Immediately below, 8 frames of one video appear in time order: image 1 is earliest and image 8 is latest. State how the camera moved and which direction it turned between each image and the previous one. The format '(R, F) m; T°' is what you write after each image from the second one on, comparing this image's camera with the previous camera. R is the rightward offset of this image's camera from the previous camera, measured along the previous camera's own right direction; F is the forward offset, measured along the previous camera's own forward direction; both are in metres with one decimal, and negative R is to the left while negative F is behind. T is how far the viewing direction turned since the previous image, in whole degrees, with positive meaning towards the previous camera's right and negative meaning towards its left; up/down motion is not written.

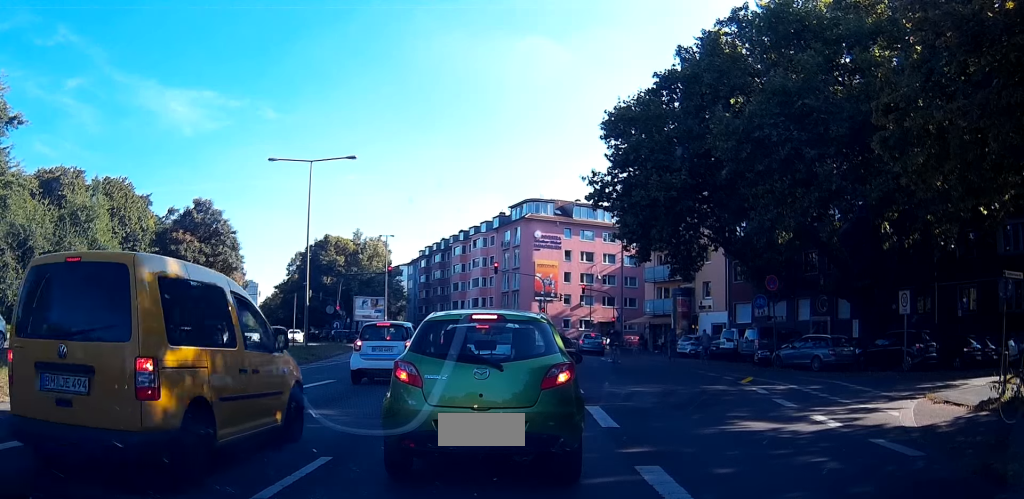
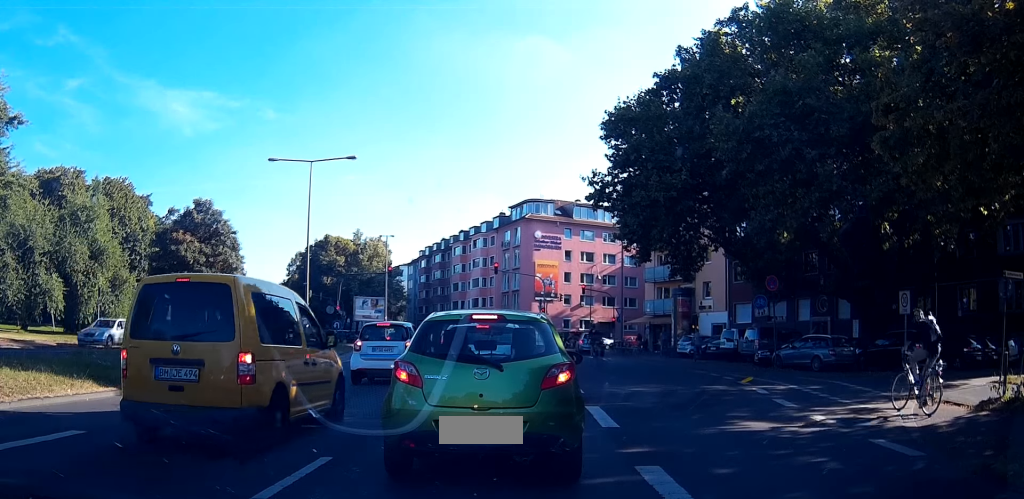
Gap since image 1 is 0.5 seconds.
(0.0, 0.0) m; 0°
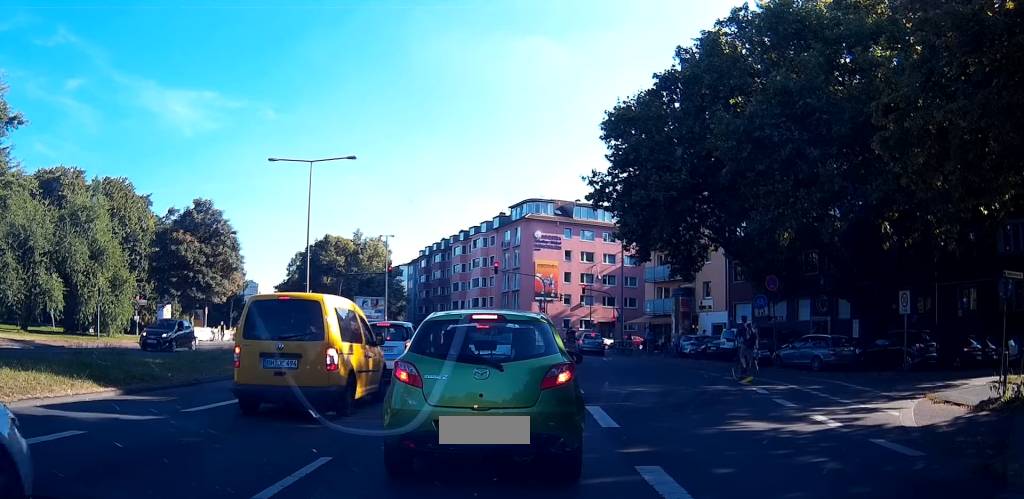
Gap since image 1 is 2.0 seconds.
(-0.3, -0.1) m; 0°
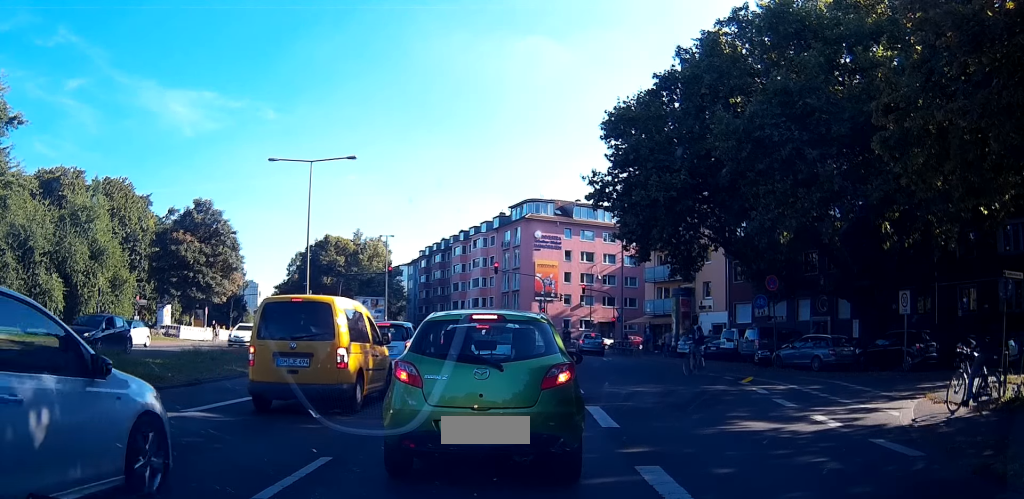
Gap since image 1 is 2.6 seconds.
(-0.1, -0.1) m; 0°
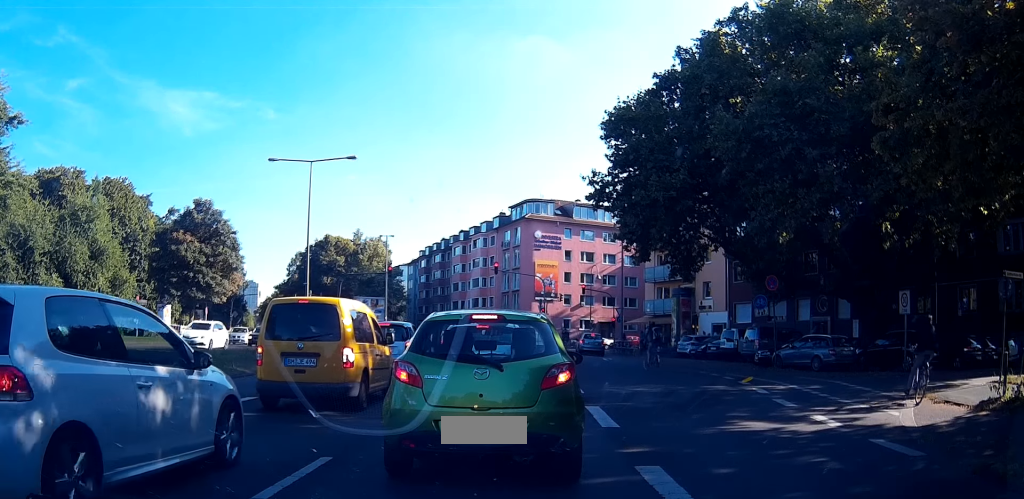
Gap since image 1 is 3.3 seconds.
(-0.1, +0.1) m; 0°
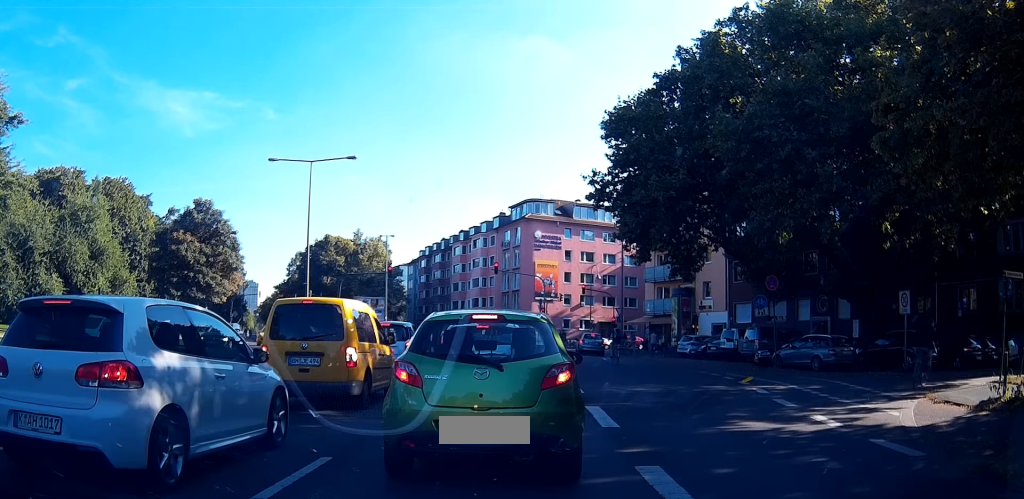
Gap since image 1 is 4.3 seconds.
(0.0, 0.0) m; 0°
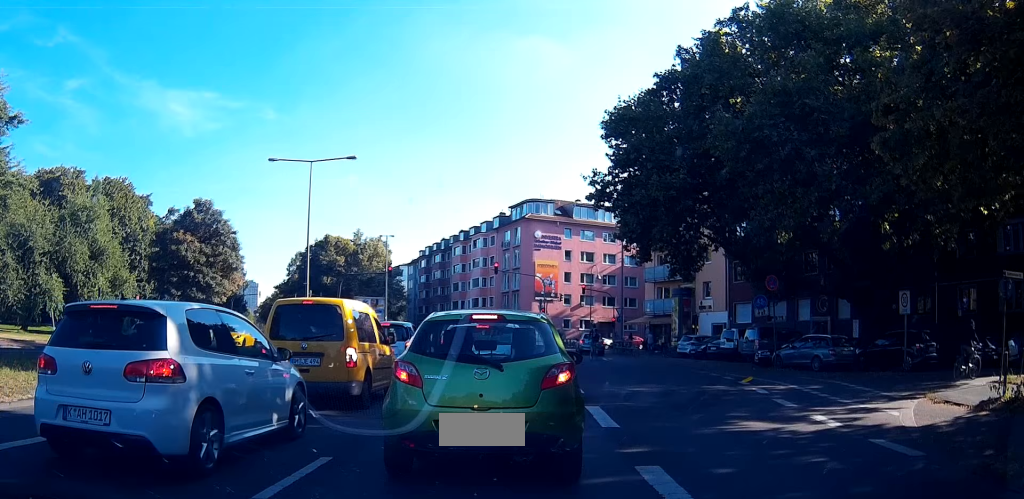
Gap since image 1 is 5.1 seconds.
(0.0, 0.0) m; 0°
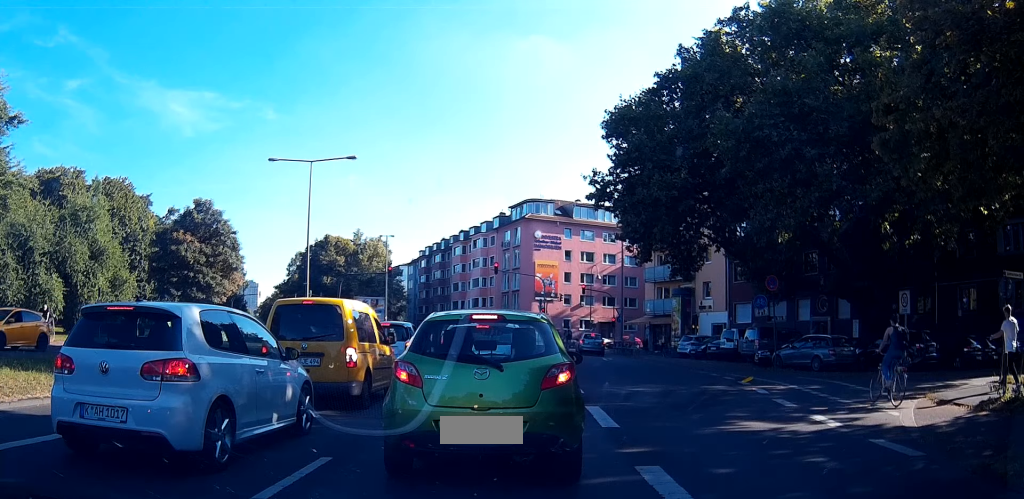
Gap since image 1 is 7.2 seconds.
(0.0, 0.0) m; 0°
